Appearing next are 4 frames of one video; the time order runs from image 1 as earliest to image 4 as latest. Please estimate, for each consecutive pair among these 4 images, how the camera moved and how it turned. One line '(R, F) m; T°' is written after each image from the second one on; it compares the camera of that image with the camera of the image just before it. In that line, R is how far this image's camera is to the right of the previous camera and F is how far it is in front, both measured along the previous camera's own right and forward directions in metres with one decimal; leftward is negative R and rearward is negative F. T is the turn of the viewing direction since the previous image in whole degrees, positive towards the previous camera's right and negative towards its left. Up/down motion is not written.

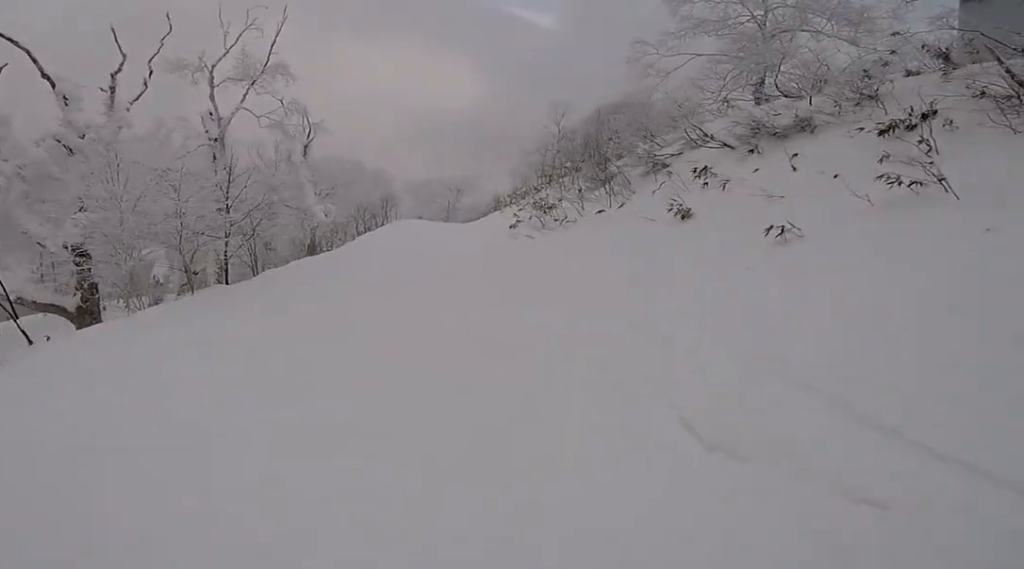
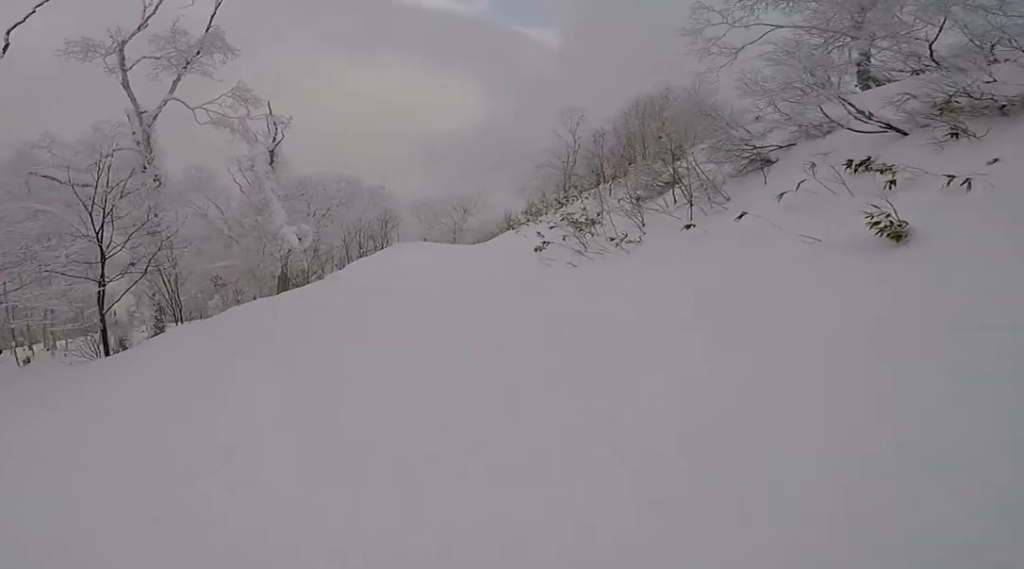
(-0.3, +5.1) m; -7°
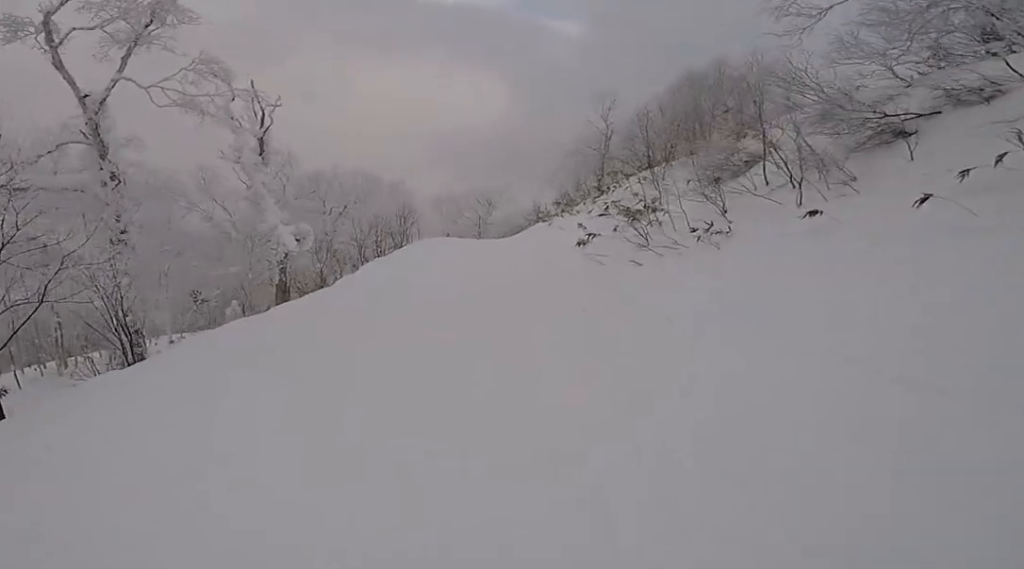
(-0.3, +2.9) m; +1°
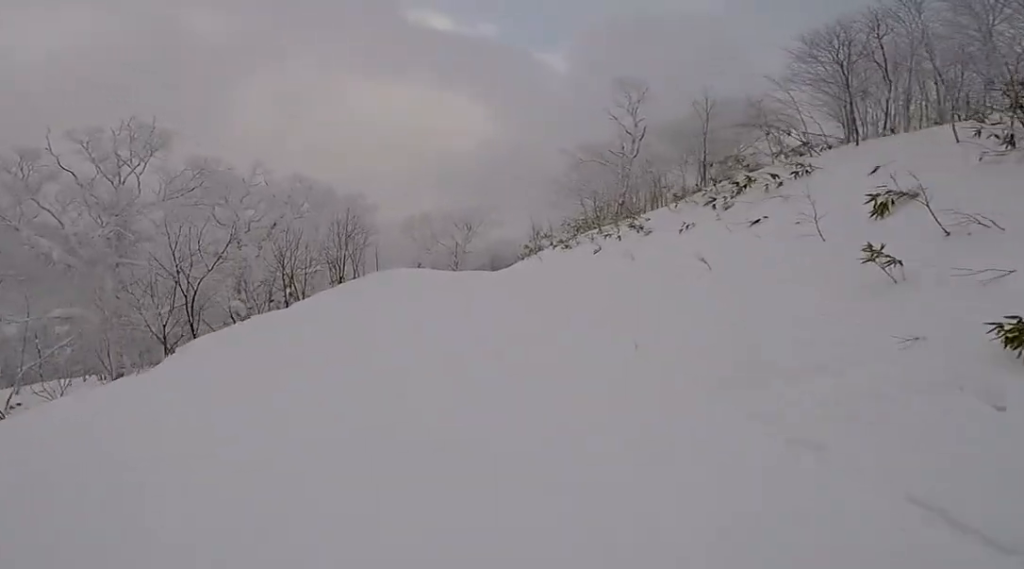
(+3.4, +13.2) m; +5°
